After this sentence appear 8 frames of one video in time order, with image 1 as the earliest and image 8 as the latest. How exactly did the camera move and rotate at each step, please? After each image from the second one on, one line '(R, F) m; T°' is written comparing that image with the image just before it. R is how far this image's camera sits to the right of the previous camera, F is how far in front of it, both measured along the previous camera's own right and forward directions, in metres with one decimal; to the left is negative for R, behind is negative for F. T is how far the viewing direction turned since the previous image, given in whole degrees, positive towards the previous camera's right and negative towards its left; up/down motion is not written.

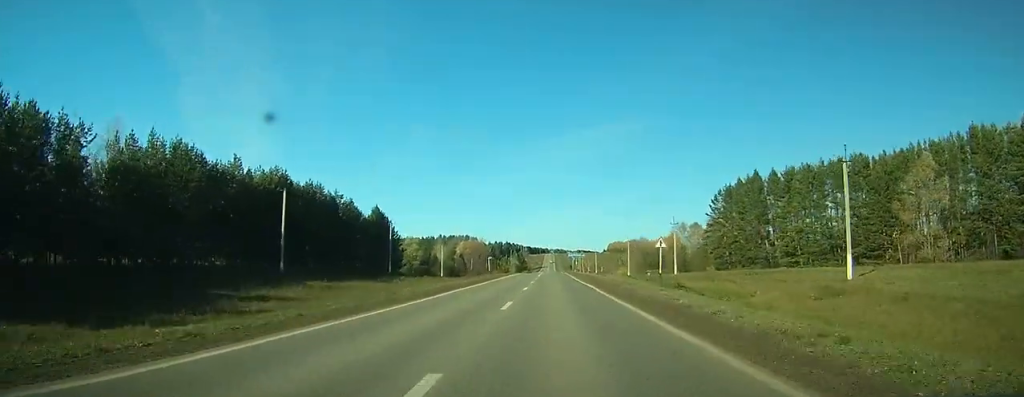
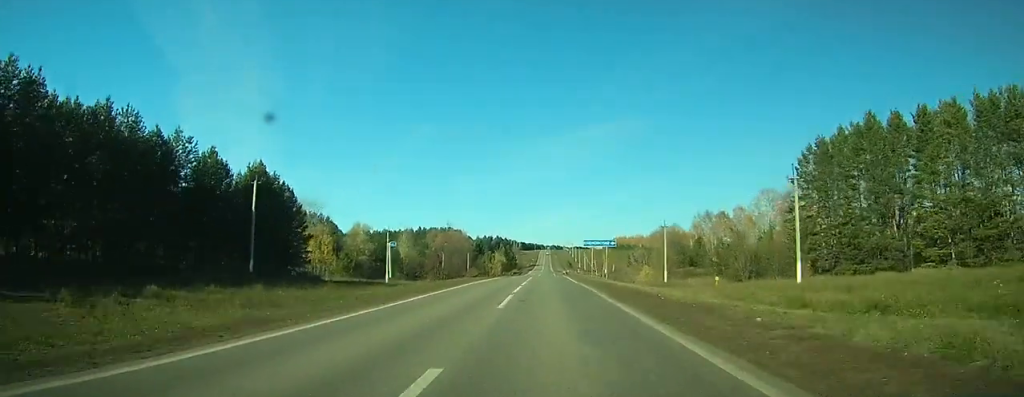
(+0.2, +45.2) m; 0°
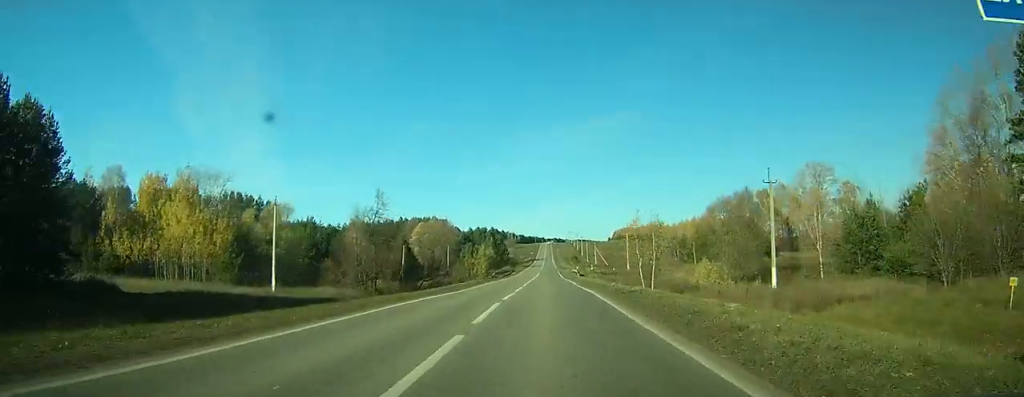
(+0.1, +43.9) m; 0°
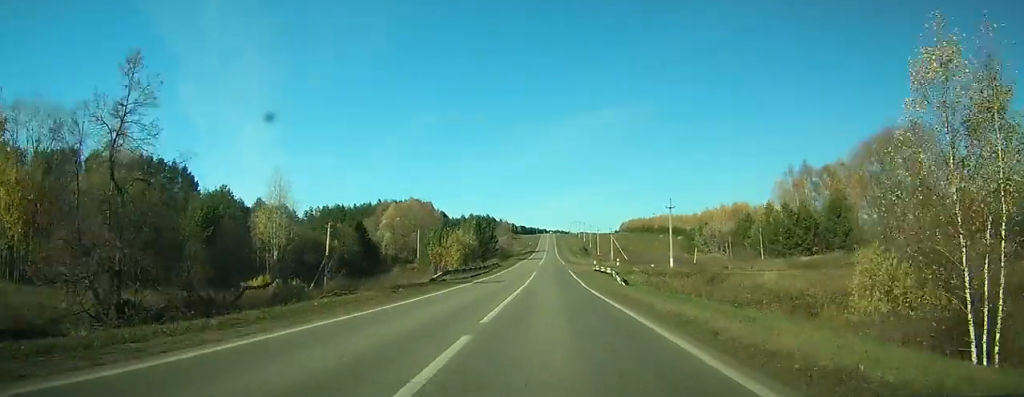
(-0.3, +42.2) m; 0°
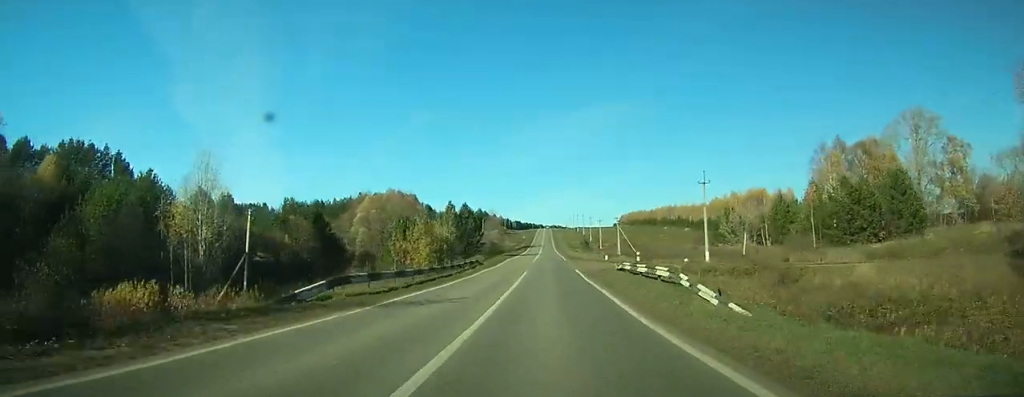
(-0.1, +20.5) m; 0°
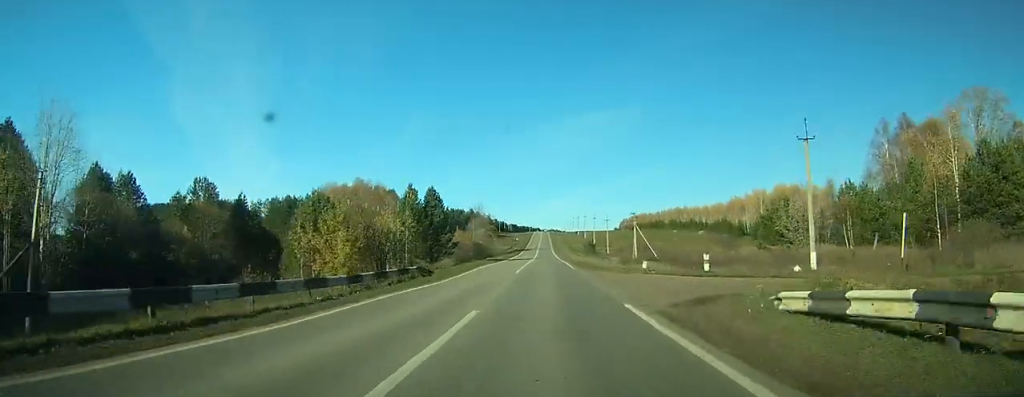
(+0.1, +26.5) m; 0°
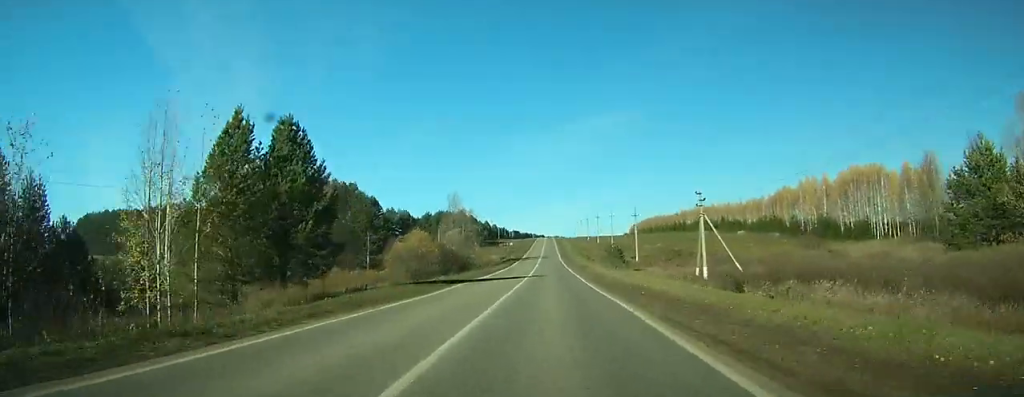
(0.0, +37.7) m; 0°
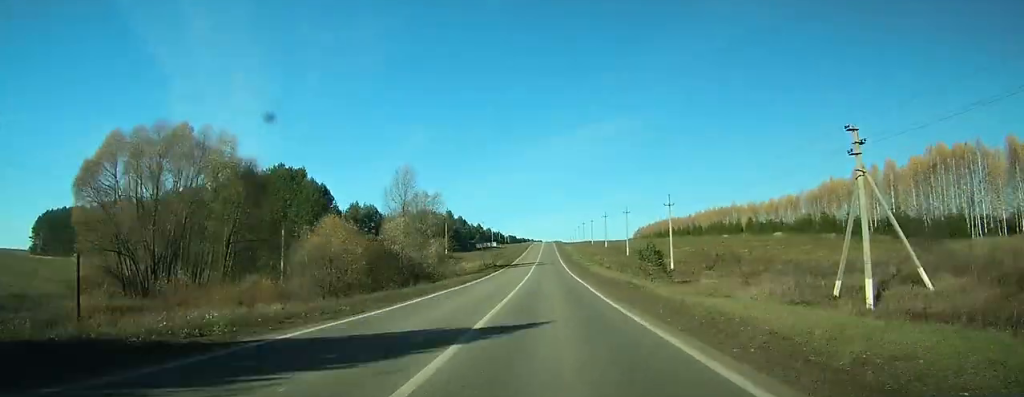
(0.0, +27.3) m; 0°
